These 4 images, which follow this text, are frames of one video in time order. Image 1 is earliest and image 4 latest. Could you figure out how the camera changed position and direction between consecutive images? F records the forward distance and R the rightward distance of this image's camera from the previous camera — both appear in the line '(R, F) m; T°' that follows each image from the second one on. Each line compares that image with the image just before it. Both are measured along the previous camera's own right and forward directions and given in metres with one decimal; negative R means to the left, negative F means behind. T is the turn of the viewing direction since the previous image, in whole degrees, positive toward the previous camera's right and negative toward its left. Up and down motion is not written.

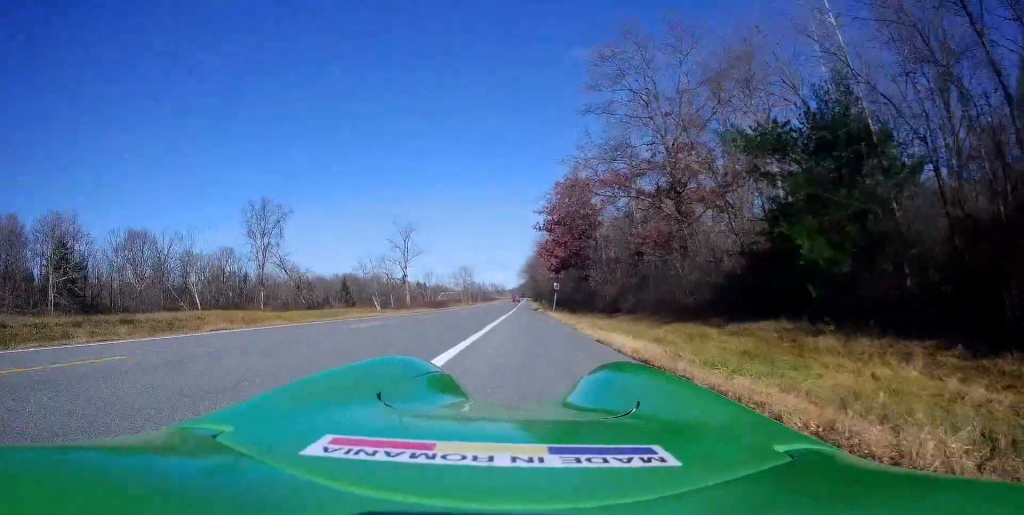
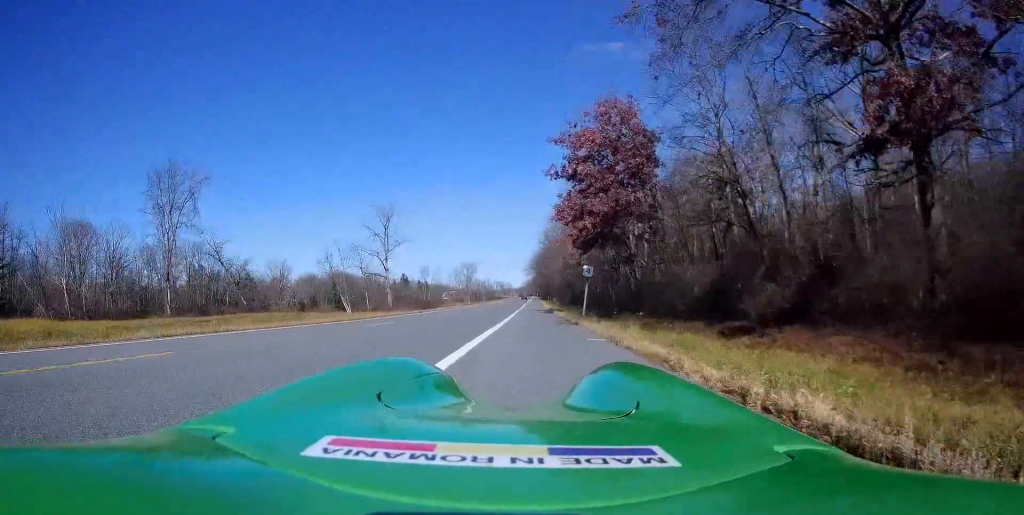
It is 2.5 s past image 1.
(+0.5, +23.5) m; +2°
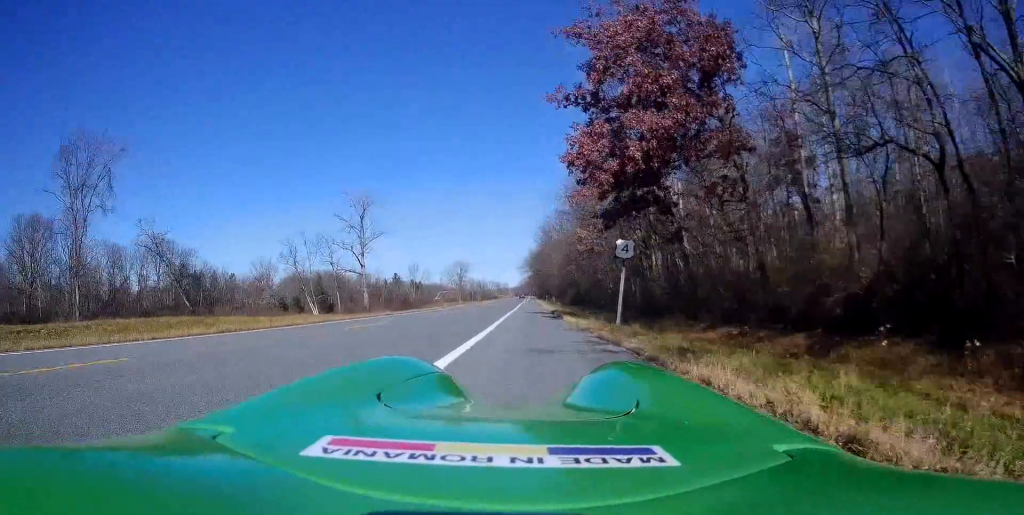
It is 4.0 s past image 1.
(0.0, +13.2) m; -1°
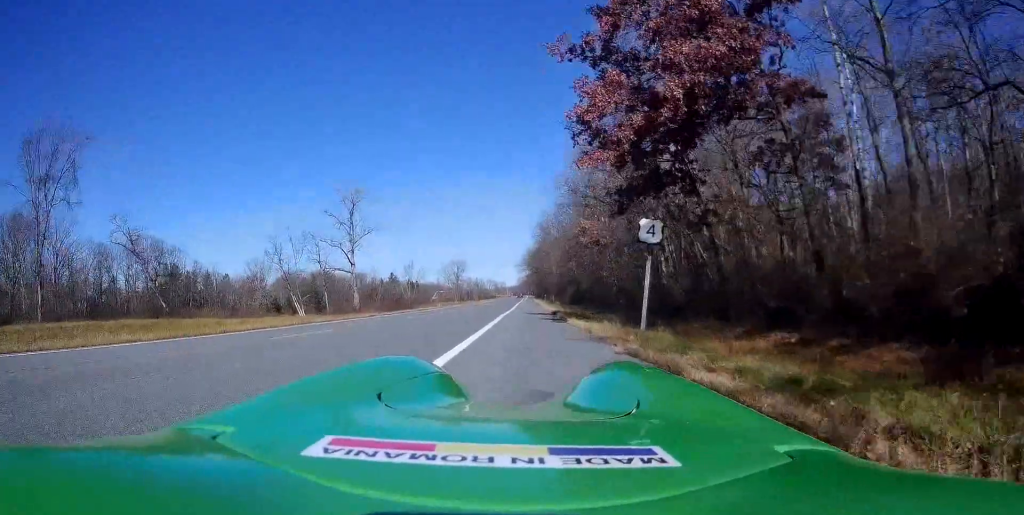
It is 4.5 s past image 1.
(+0.1, +4.2) m; -1°
